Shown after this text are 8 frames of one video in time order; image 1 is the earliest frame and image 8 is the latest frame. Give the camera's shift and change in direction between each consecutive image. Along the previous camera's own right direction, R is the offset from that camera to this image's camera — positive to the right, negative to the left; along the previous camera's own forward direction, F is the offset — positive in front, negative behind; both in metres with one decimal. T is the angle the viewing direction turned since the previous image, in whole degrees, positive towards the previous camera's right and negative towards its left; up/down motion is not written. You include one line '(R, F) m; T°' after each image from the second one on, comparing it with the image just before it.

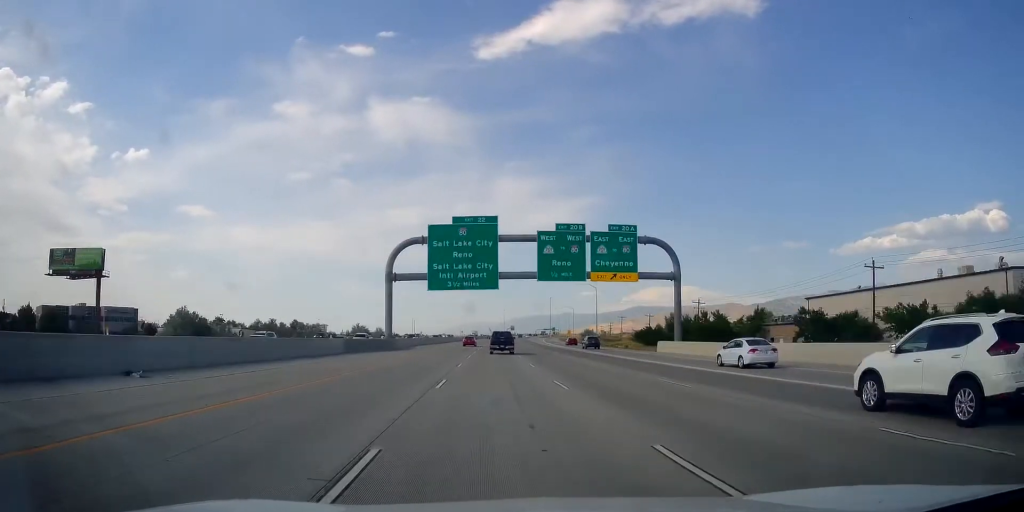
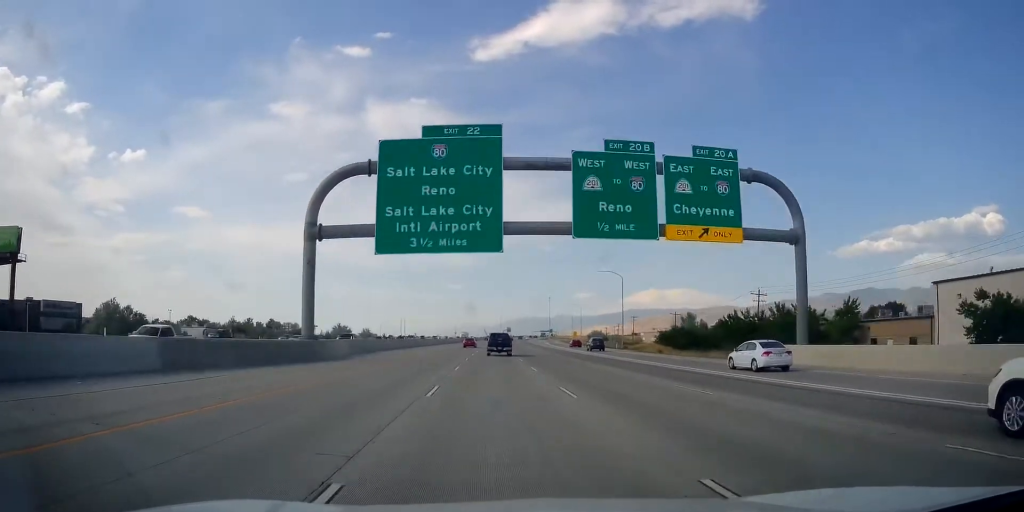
(+0.2, +26.2) m; 0°
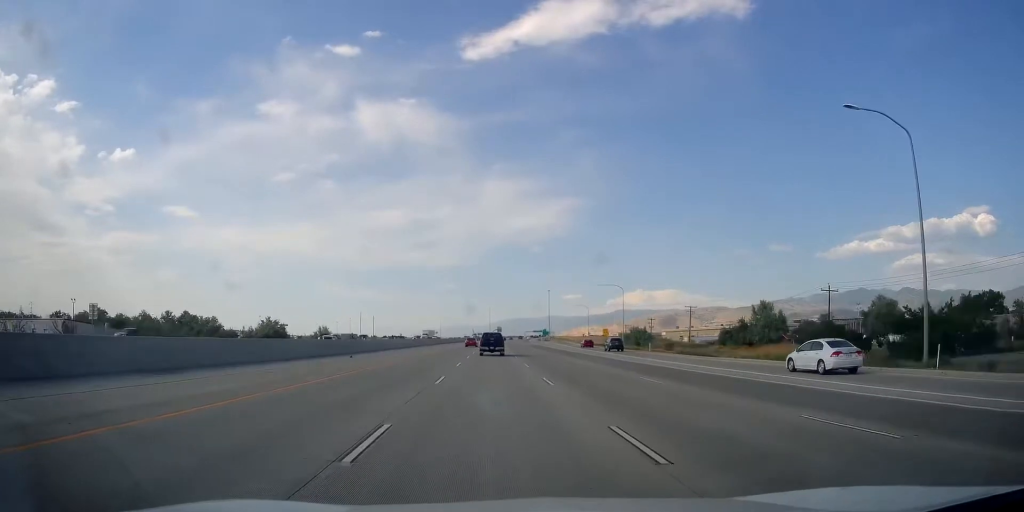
(+0.4, +68.7) m; +2°
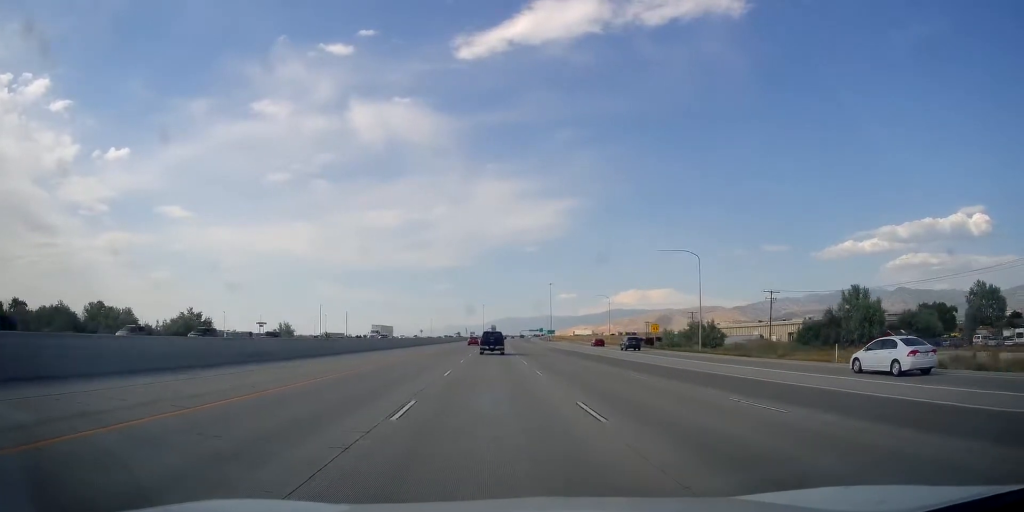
(+0.5, +44.9) m; +1°
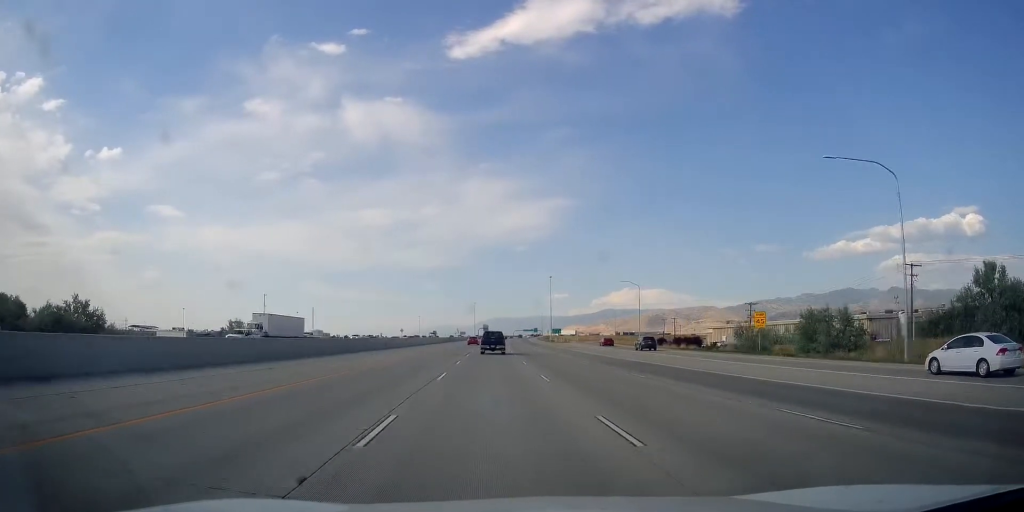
(0.0, +39.0) m; 0°
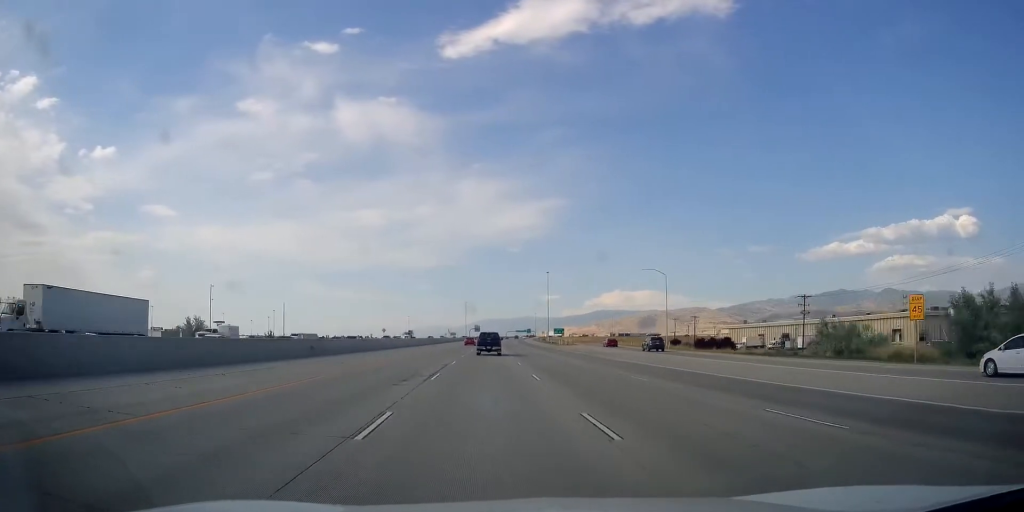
(-0.4, +23.6) m; 0°
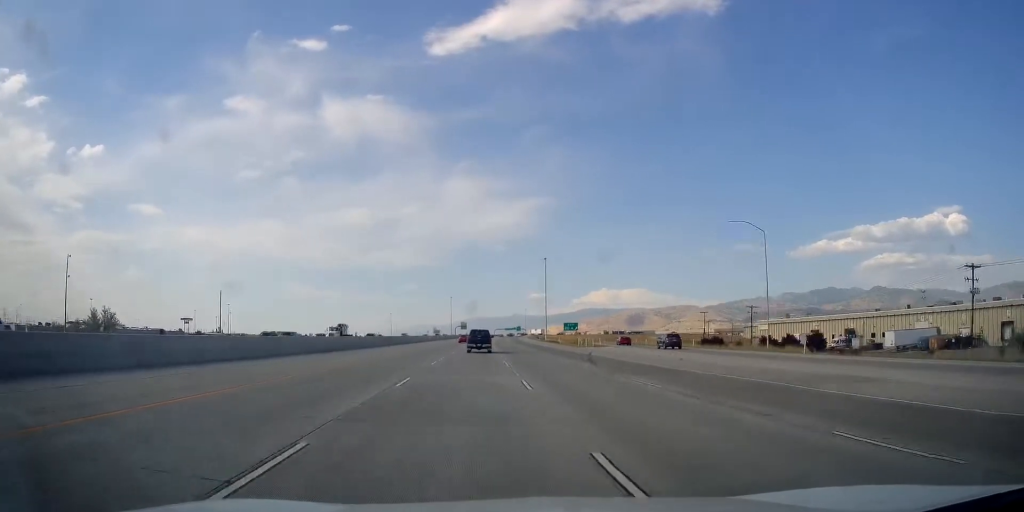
(+0.8, +40.1) m; +2°
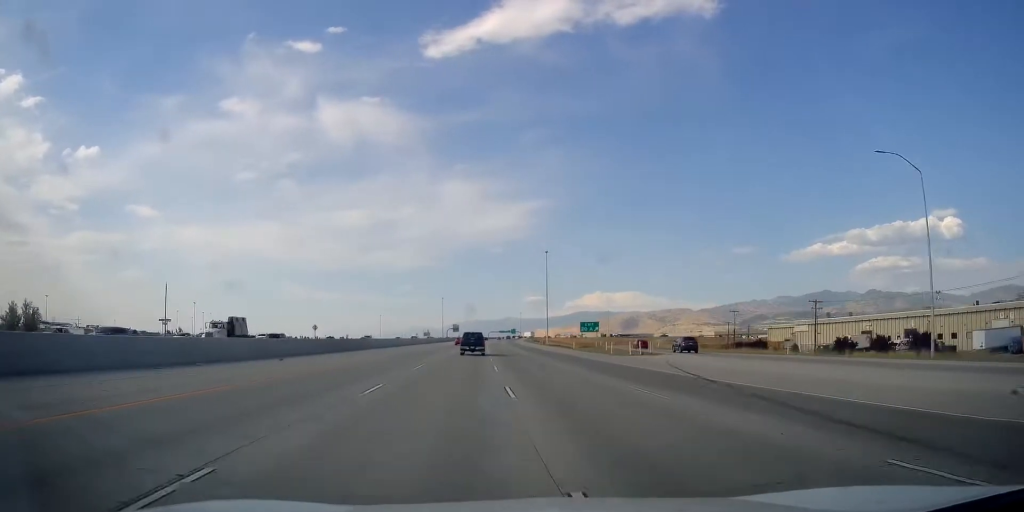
(-0.1, +25.9) m; +1°
